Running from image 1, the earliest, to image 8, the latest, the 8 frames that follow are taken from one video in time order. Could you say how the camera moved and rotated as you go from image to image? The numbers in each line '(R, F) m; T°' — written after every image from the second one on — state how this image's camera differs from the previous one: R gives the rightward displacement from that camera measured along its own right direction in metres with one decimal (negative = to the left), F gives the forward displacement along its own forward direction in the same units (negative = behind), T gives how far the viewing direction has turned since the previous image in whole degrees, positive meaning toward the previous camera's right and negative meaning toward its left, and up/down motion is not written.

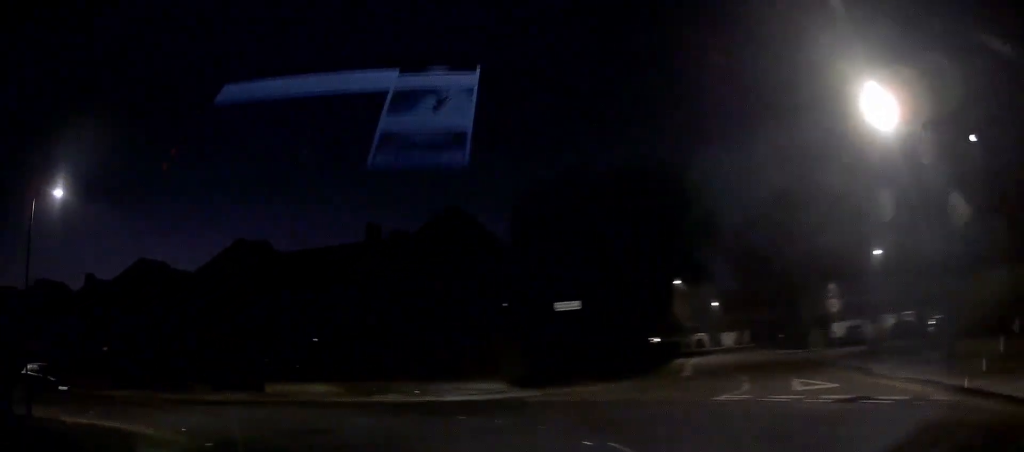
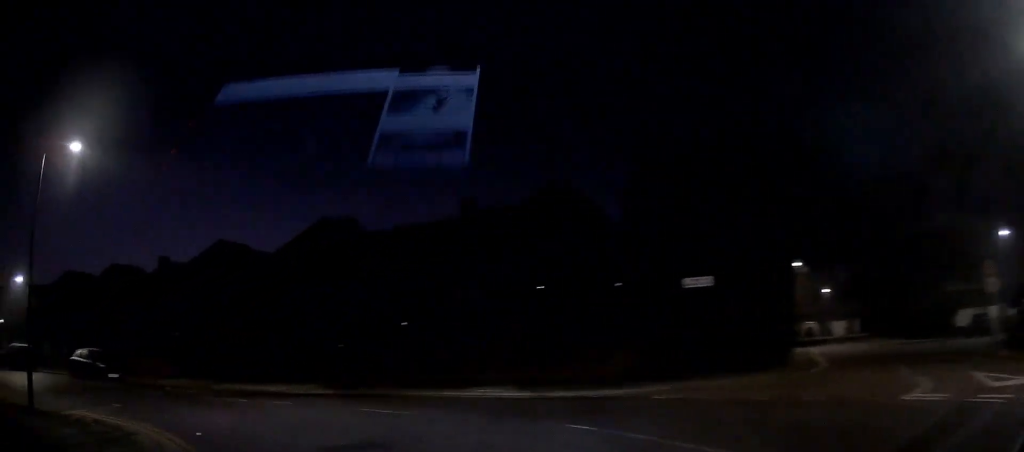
(-0.3, +3.8) m; -7°
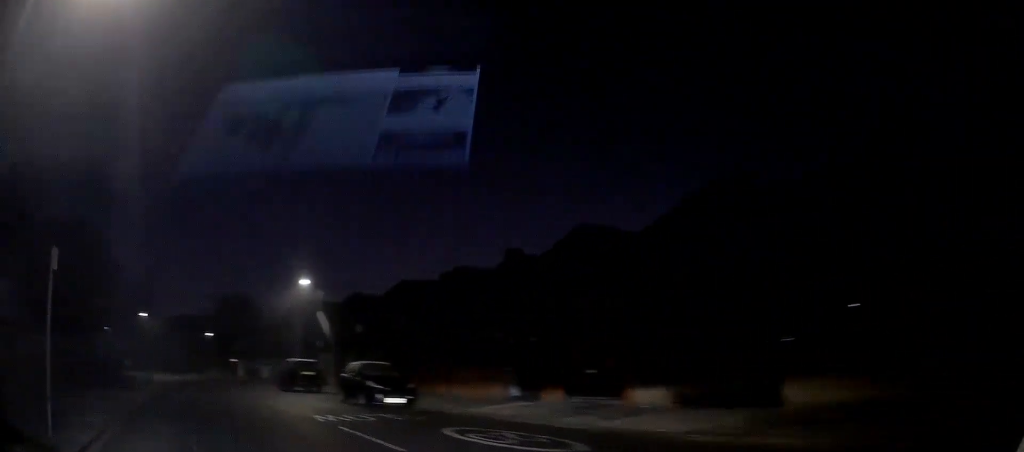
(-2.6, +10.4) m; -34°
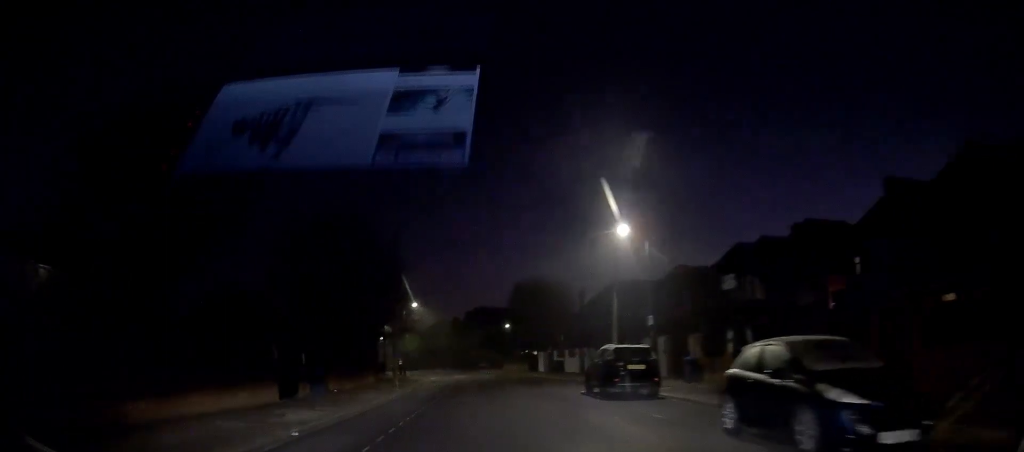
(-3.8, +11.3) m; -31°
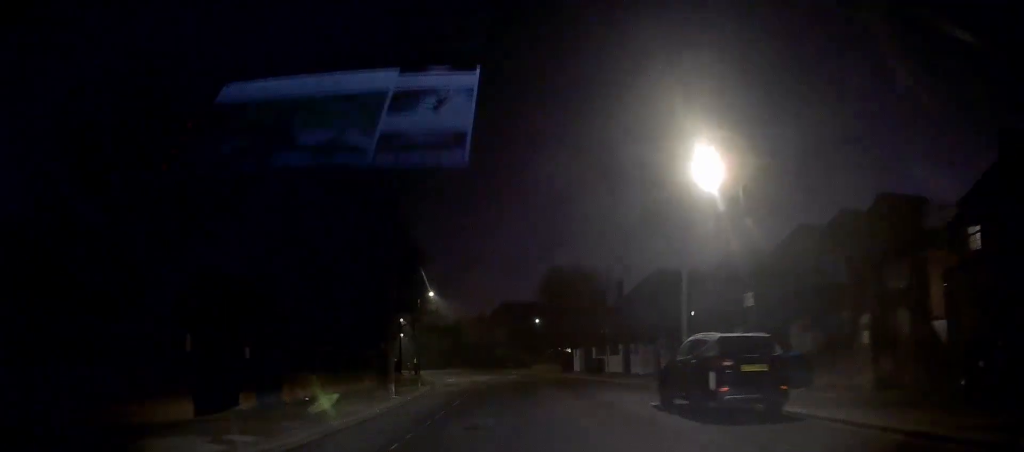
(-0.8, +7.2) m; -6°
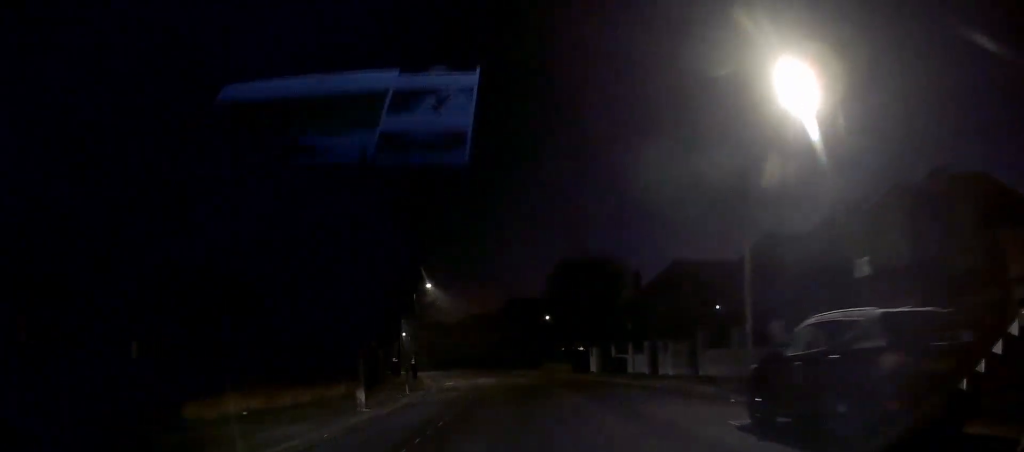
(-0.1, +5.3) m; -1°
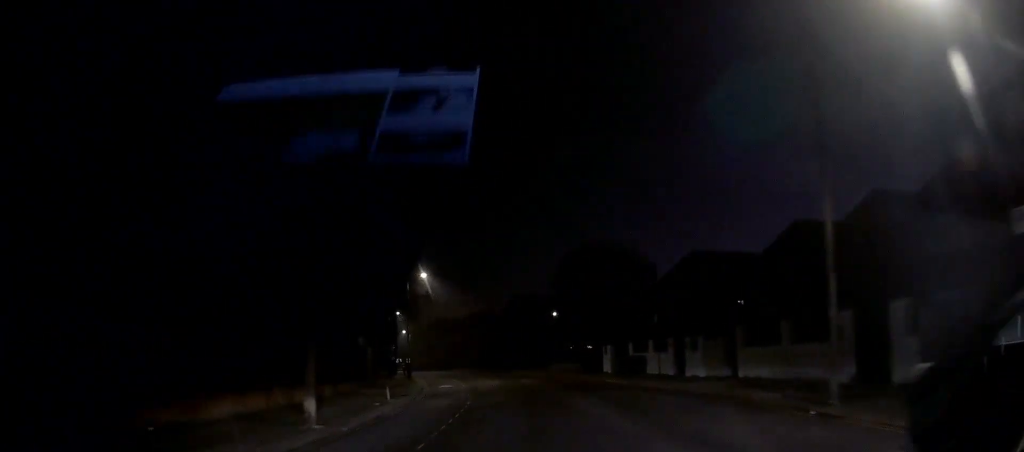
(0.0, +4.3) m; 0°
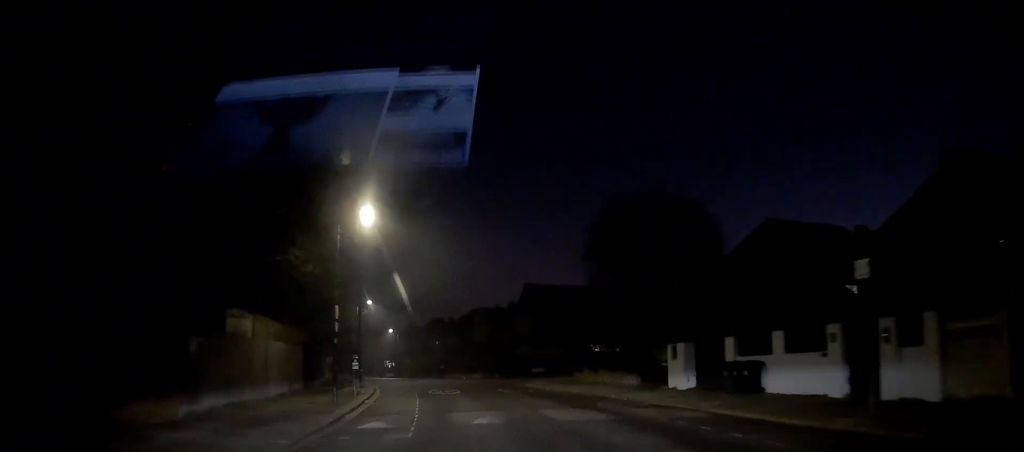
(-0.5, +15.8) m; -5°
